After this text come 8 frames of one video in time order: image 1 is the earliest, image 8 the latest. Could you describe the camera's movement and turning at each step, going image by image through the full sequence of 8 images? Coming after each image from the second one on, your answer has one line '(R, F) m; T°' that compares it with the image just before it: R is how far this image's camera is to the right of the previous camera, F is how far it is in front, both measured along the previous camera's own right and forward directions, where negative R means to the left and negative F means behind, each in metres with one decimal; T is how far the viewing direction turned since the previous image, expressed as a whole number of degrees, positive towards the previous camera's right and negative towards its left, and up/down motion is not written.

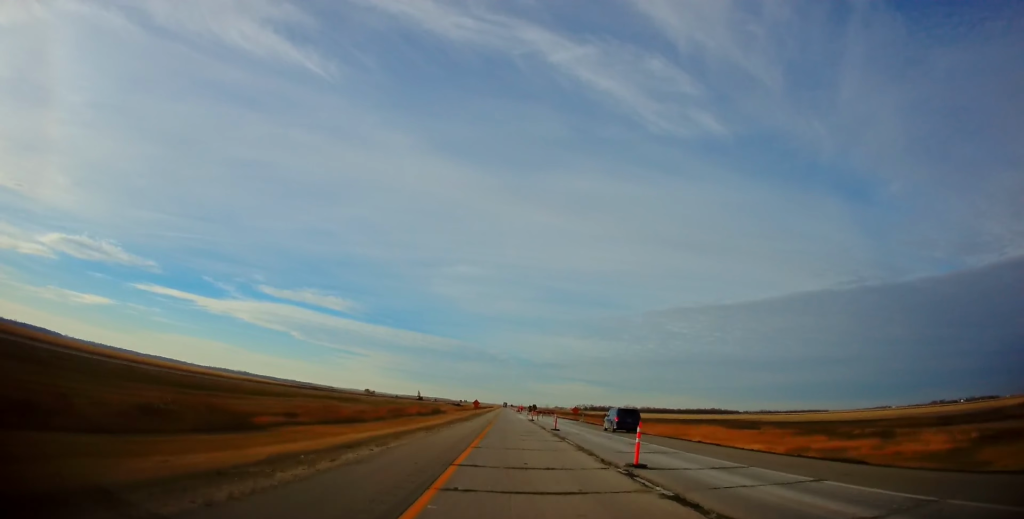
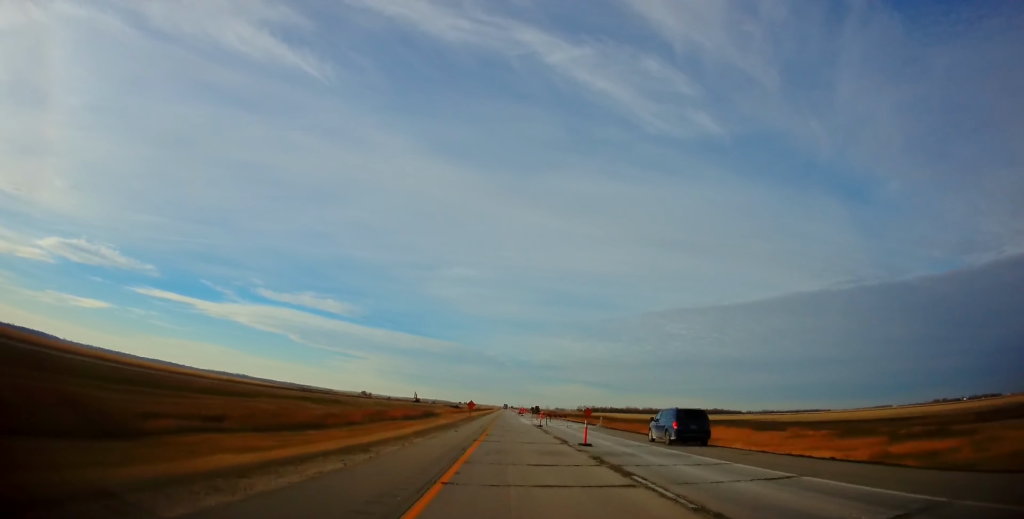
(+0.1, +13.3) m; 0°
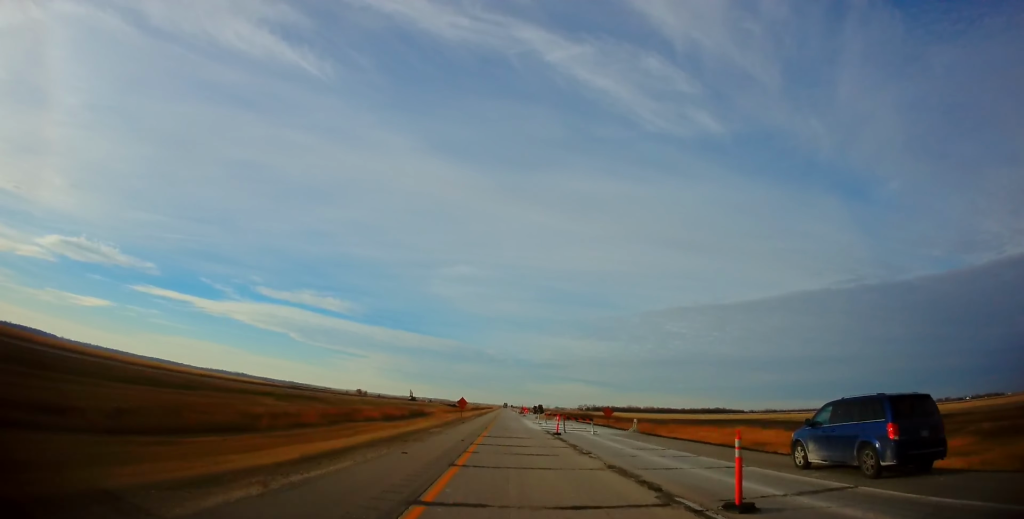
(-0.2, +15.4) m; +1°
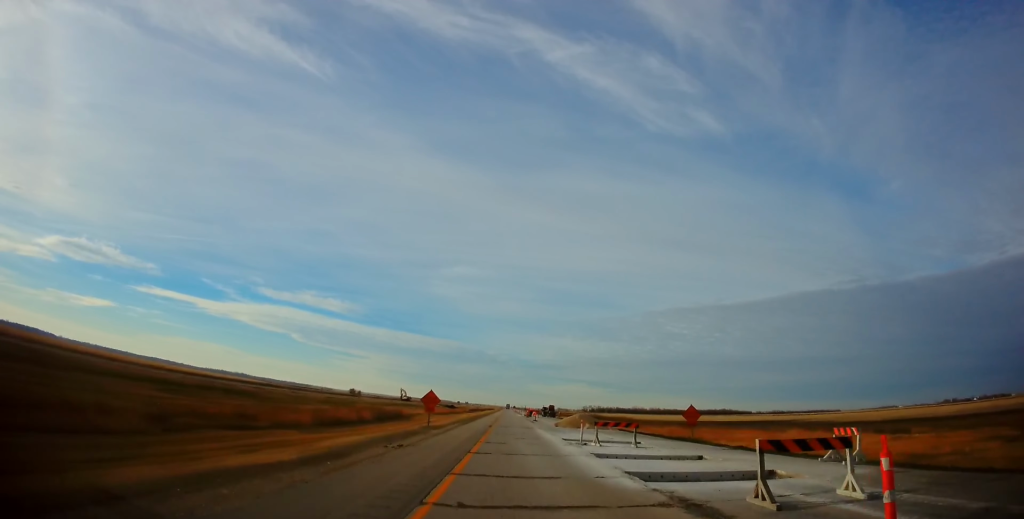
(+0.5, +27.2) m; 0°
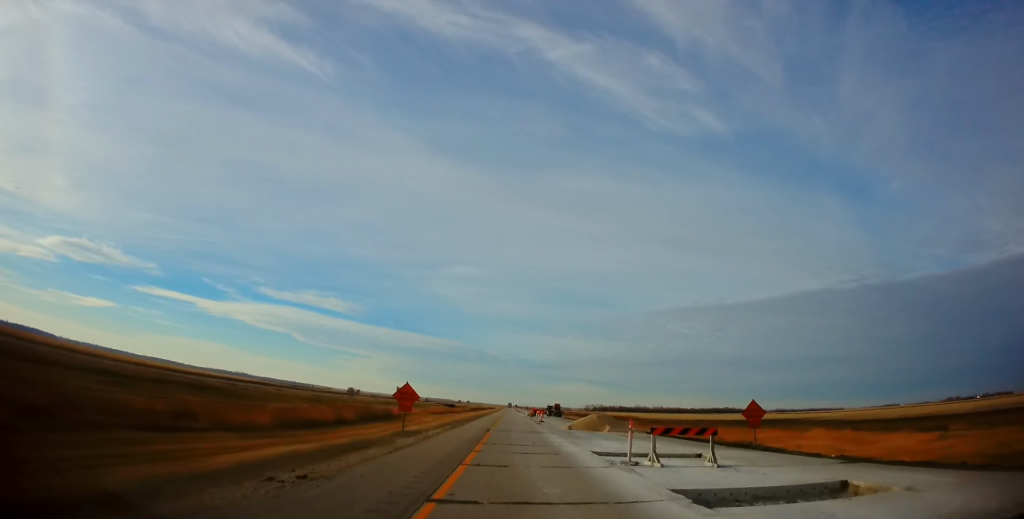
(-0.1, +8.8) m; -1°
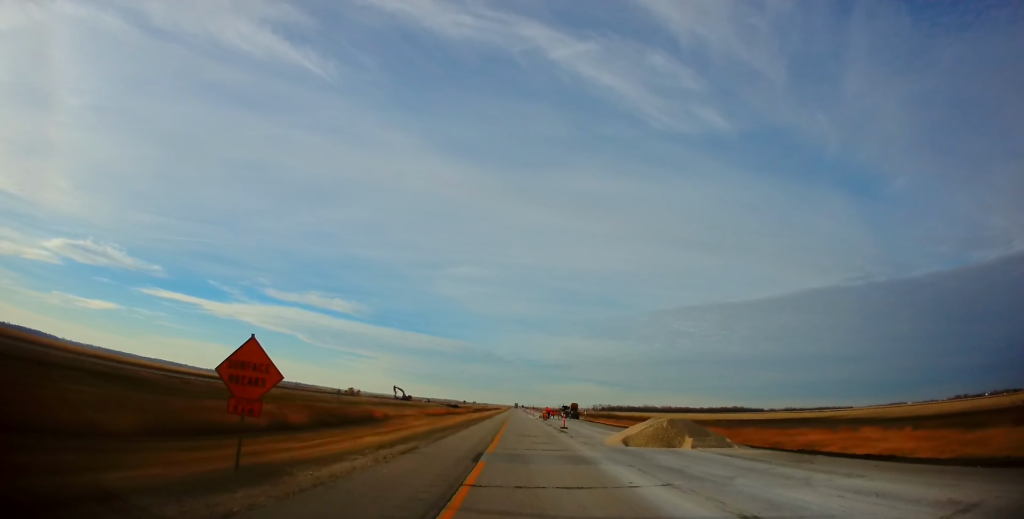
(-0.1, +16.2) m; -1°
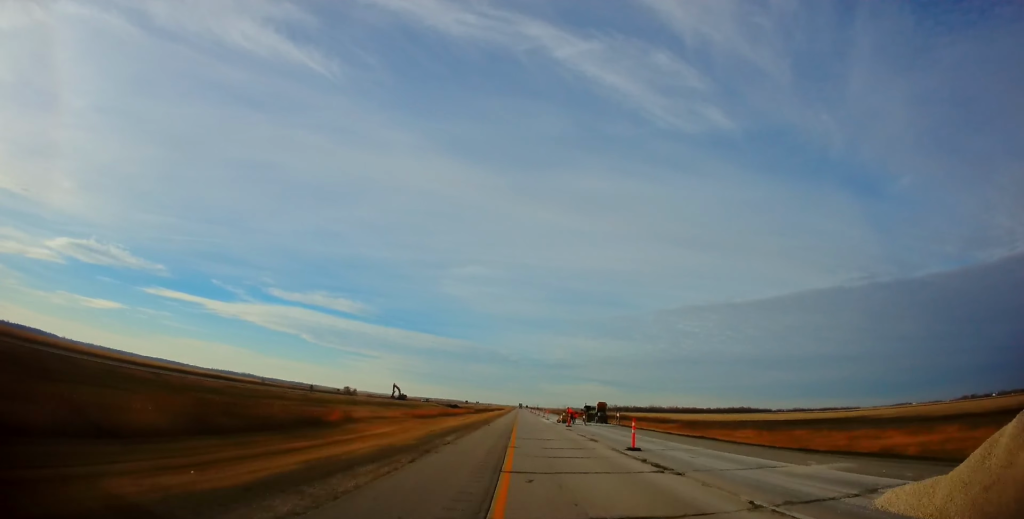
(-0.2, +20.6) m; -1°
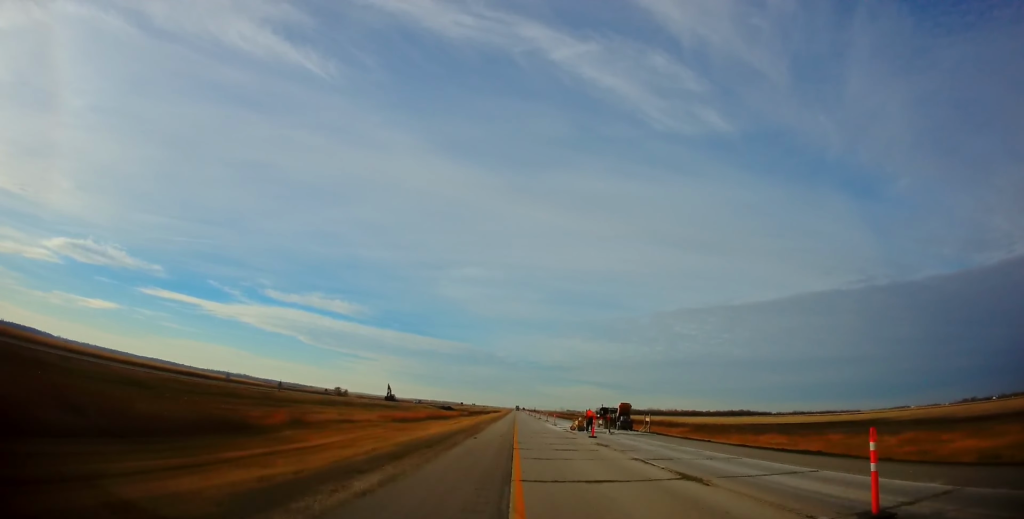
(-0.1, +13.9) m; 0°
